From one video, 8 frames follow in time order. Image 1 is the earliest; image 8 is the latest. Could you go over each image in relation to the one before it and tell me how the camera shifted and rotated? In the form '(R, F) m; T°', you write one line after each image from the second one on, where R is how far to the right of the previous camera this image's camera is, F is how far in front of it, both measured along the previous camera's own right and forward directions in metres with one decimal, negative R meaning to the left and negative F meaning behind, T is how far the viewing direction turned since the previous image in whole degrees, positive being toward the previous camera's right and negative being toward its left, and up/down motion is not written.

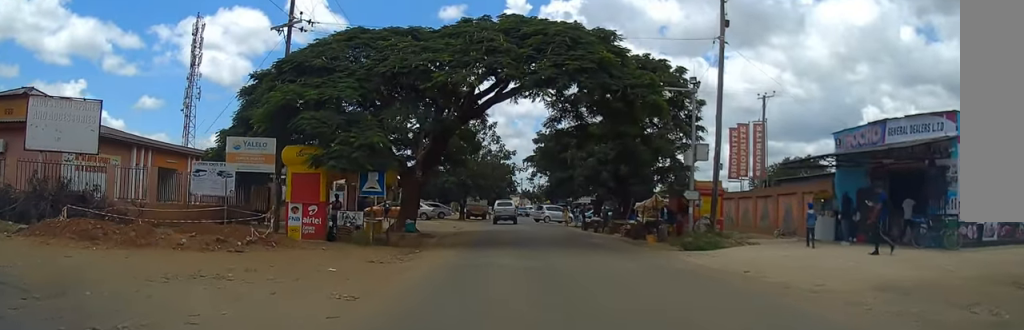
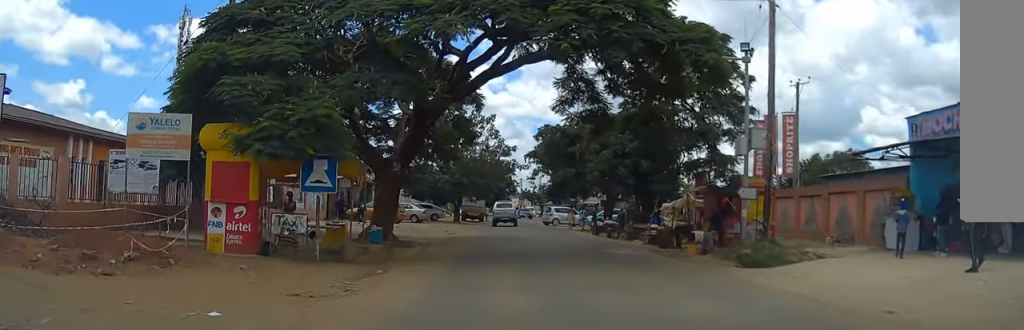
(0.0, +5.7) m; +1°
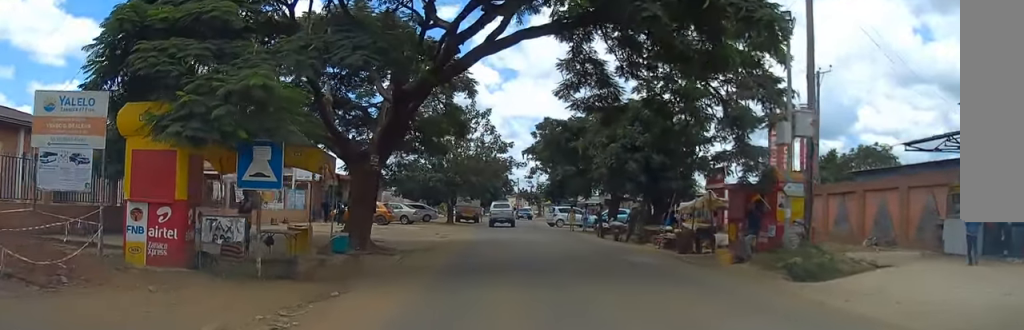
(0.0, +3.3) m; 0°
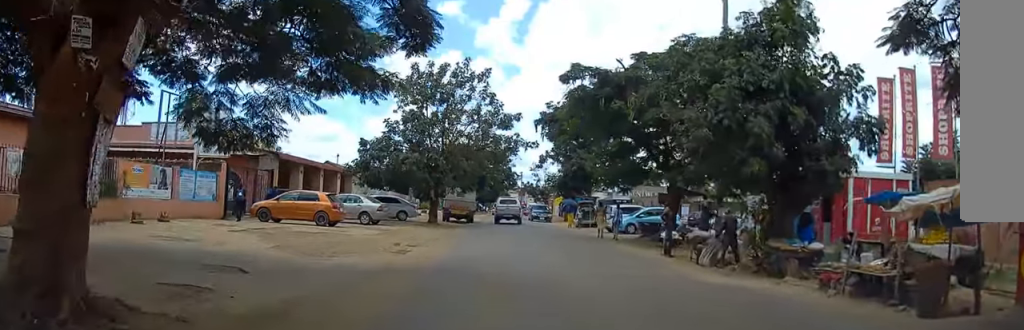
(-0.2, +14.1) m; -2°
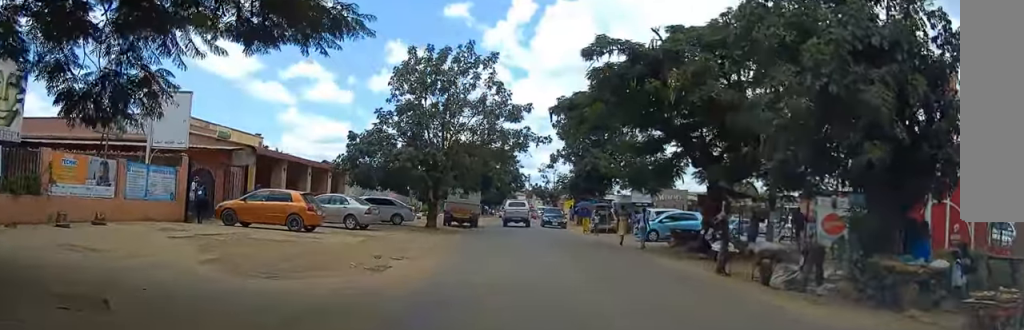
(0.0, +4.5) m; 0°
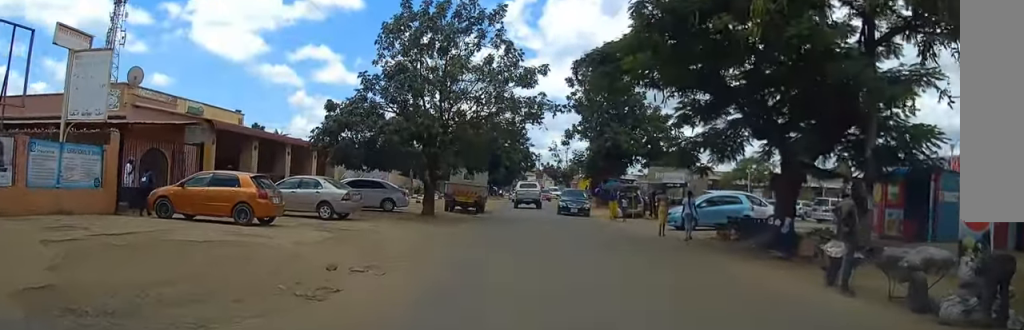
(0.0, +5.7) m; 0°
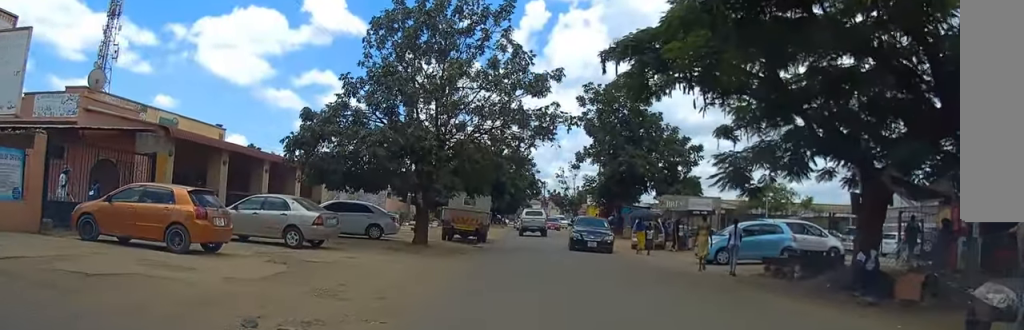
(0.0, +4.1) m; 0°
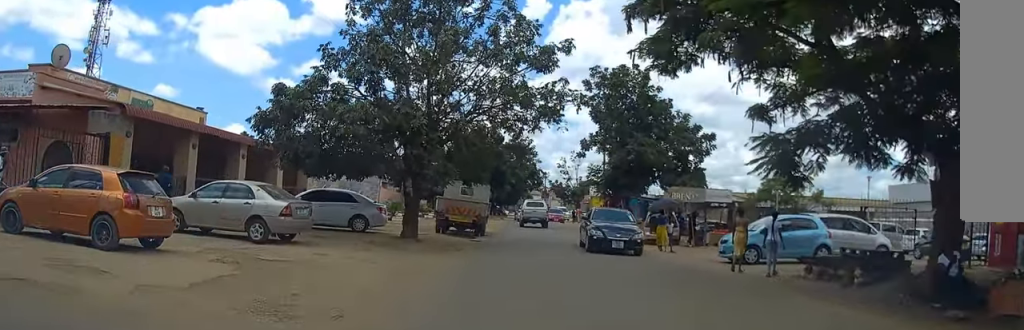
(0.0, +2.8) m; 0°
